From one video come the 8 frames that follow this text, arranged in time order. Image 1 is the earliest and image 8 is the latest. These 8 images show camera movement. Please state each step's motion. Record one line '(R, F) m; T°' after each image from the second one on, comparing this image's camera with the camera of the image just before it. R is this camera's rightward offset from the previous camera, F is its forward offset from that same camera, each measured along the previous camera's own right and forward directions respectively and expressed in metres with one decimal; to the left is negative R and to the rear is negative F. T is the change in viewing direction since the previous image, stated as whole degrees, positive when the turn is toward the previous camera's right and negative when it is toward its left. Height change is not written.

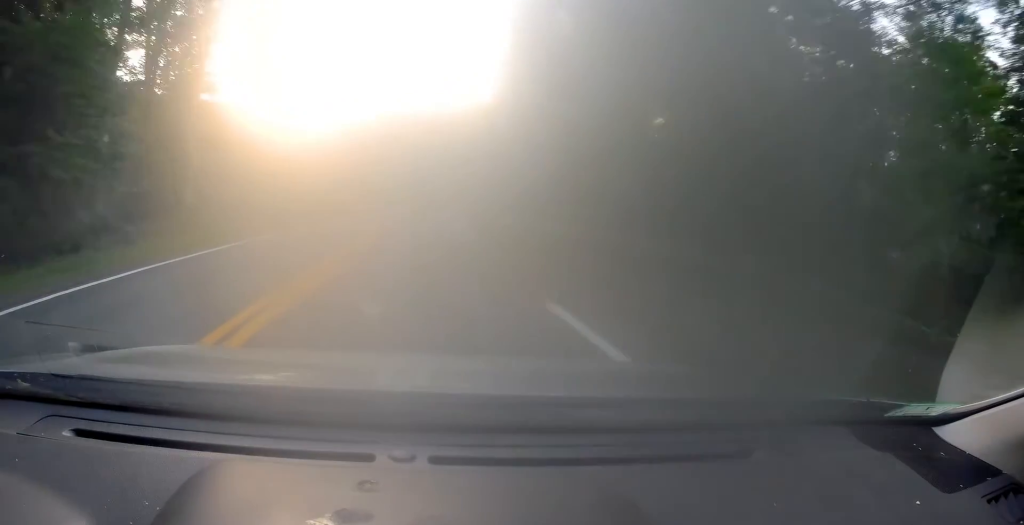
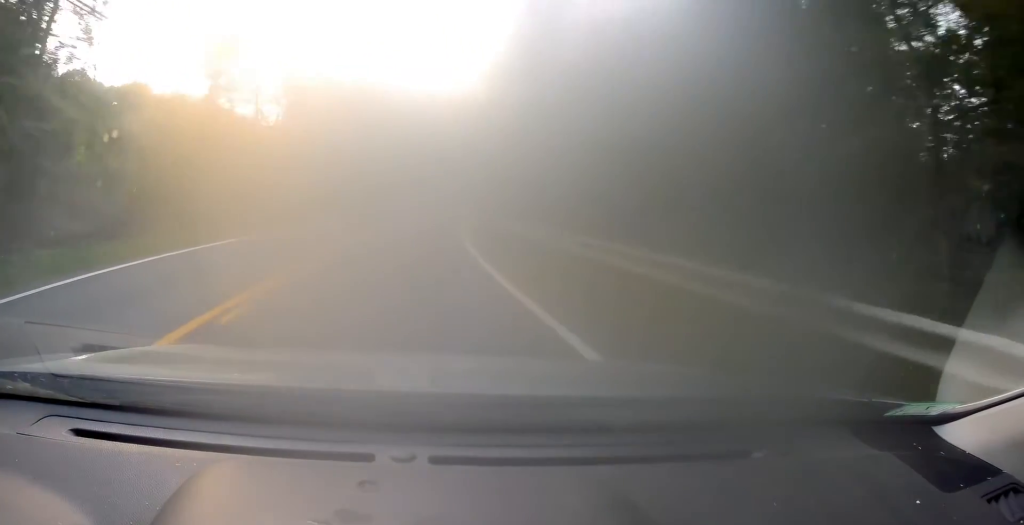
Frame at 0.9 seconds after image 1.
(+0.3, +22.7) m; +3°
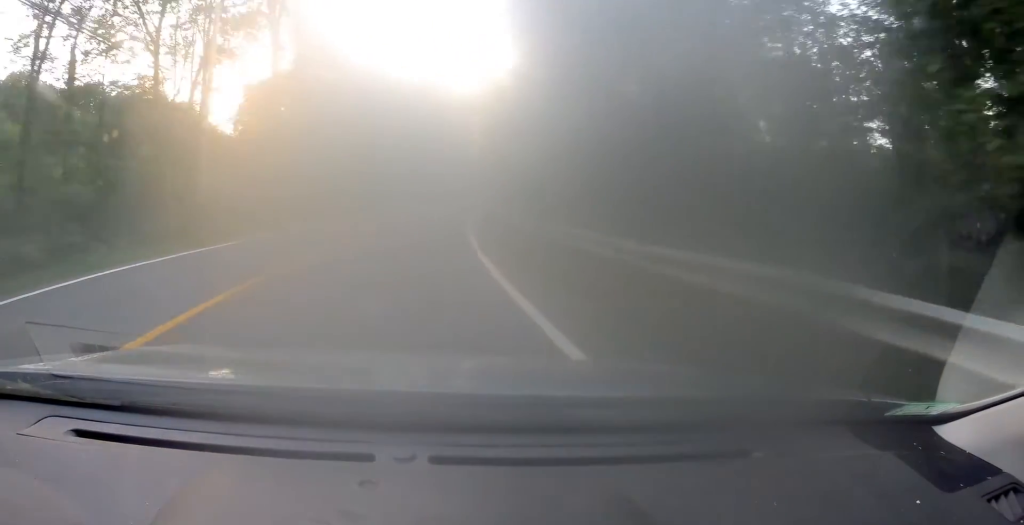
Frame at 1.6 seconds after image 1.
(+0.3, +16.2) m; +3°
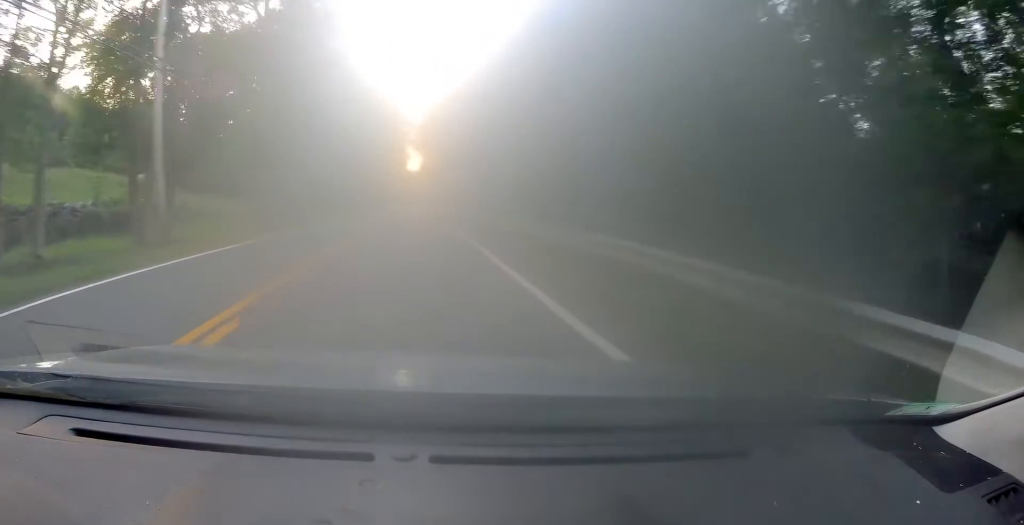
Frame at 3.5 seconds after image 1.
(+2.9, +46.8) m; +6°
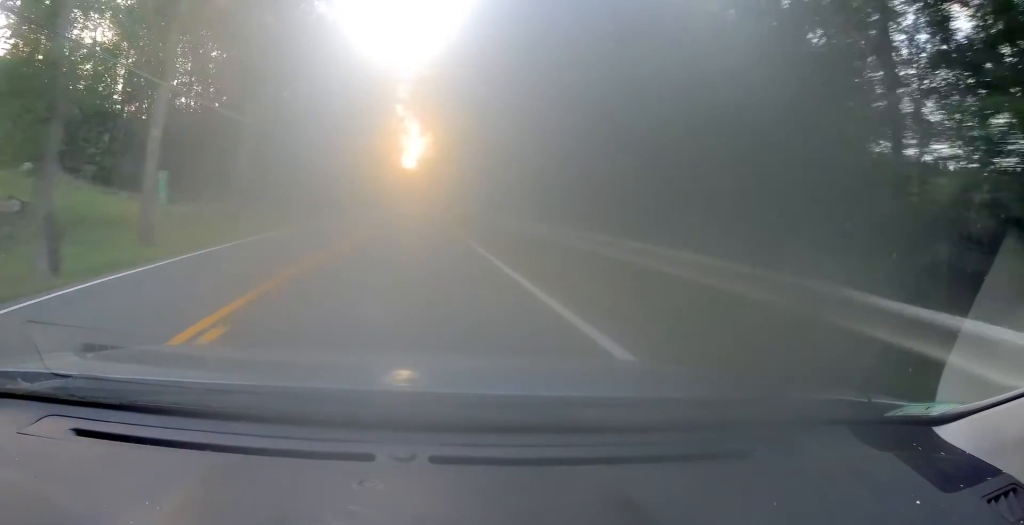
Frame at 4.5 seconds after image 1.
(+0.7, +24.5) m; +1°
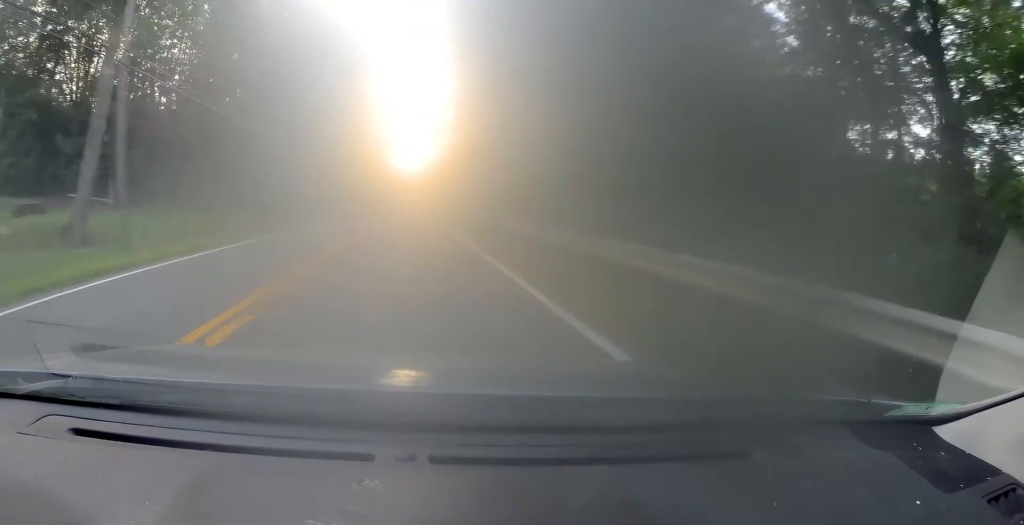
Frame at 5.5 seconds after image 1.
(-0.5, +22.7) m; +1°
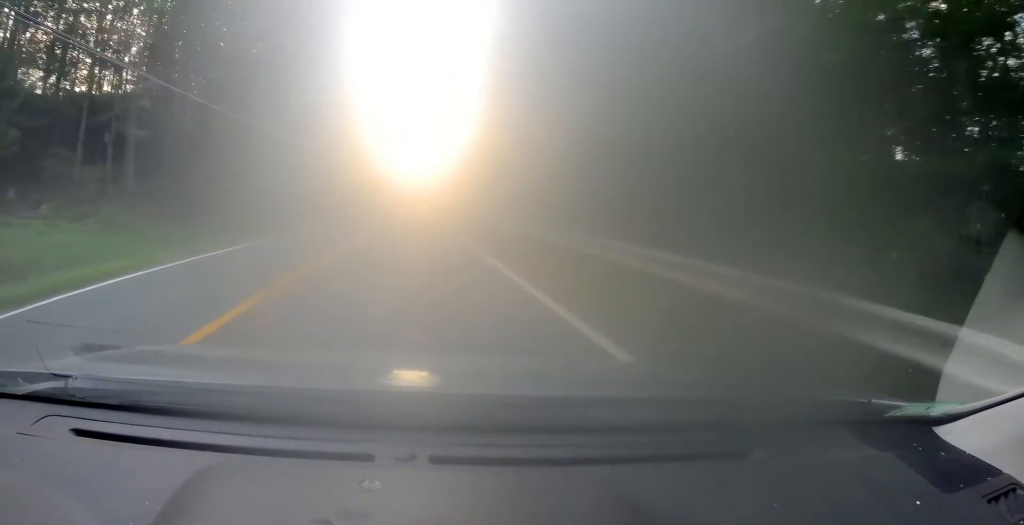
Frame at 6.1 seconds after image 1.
(+0.6, +16.5) m; +1°
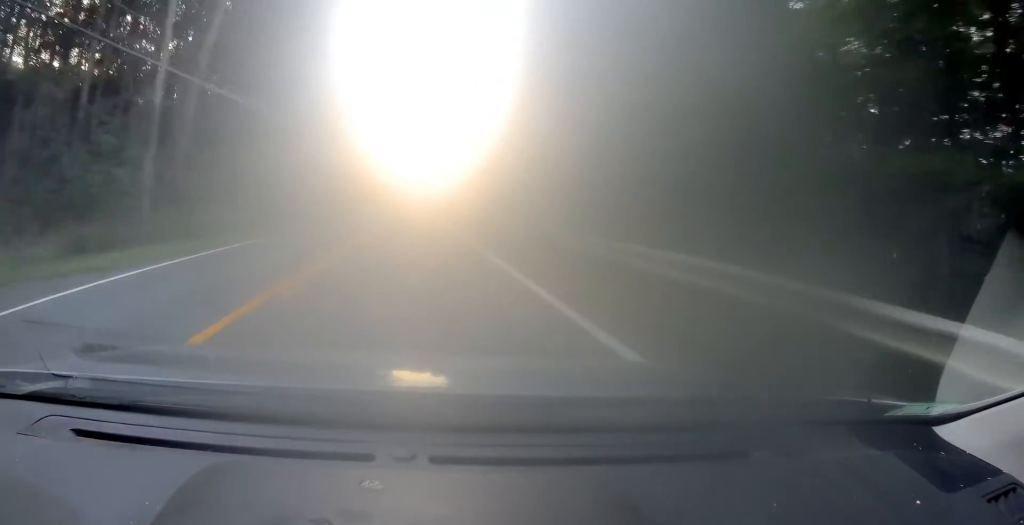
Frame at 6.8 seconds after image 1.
(+0.2, +15.7) m; +1°
